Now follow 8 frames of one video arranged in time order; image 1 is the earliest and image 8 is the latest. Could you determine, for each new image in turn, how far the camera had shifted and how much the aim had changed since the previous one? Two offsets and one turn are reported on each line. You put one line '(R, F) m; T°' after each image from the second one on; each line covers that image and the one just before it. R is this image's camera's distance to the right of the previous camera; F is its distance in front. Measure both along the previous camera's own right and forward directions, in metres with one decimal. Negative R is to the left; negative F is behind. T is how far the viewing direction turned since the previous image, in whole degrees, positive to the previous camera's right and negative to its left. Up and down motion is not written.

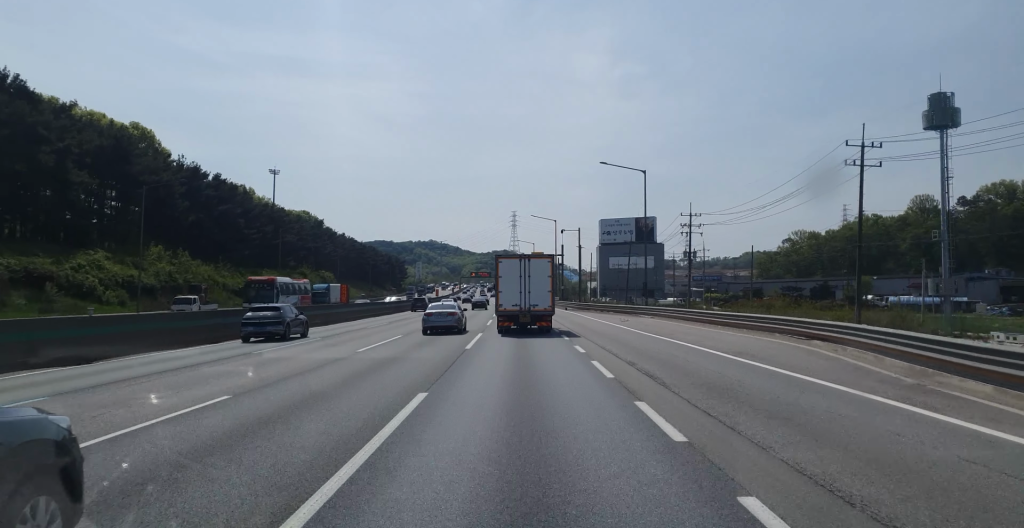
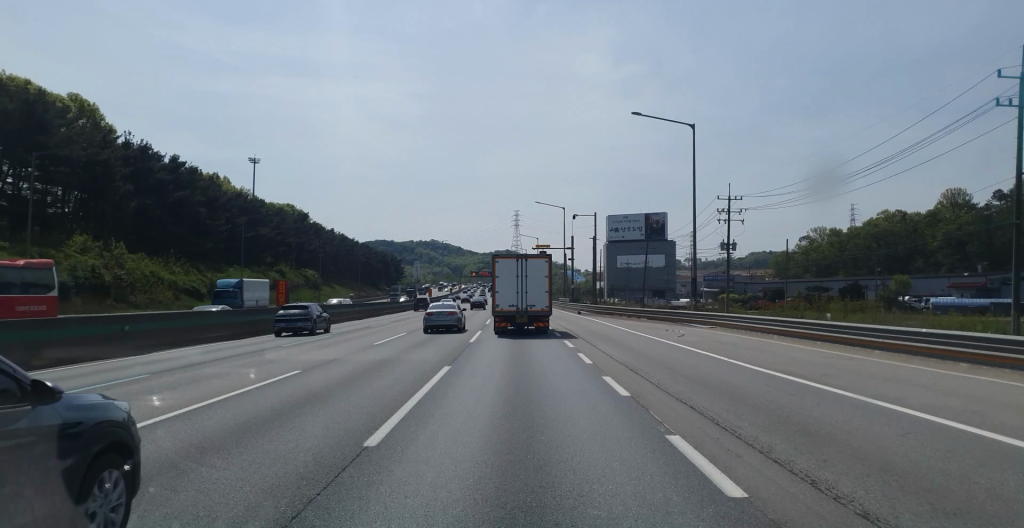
(-0.2, +16.6) m; -1°
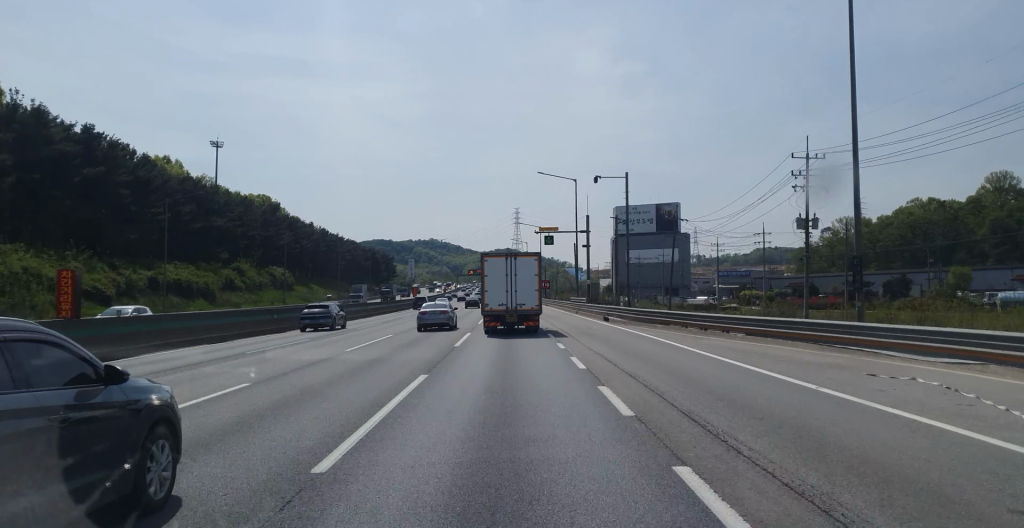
(-0.4, +21.1) m; 0°
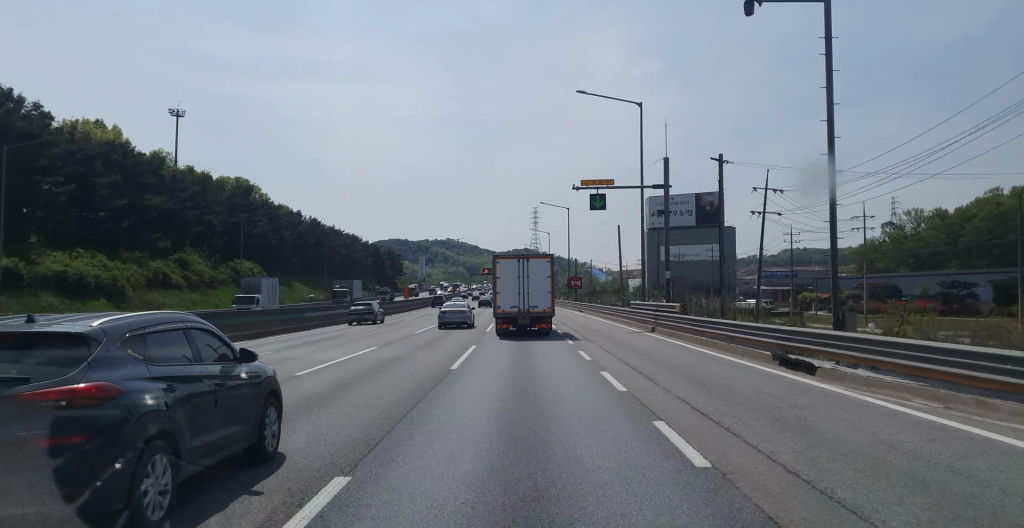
(+0.5, +29.4) m; 0°
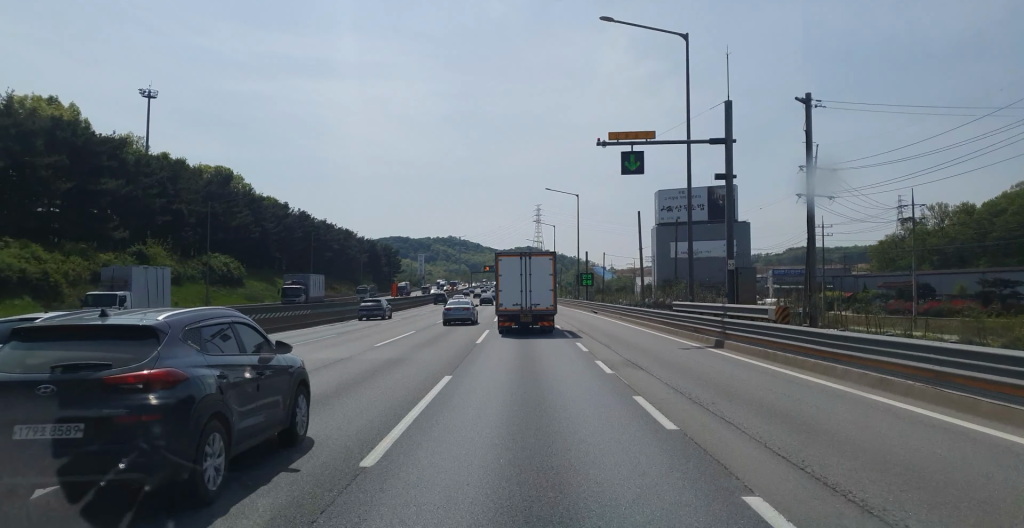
(-0.3, +11.0) m; -1°
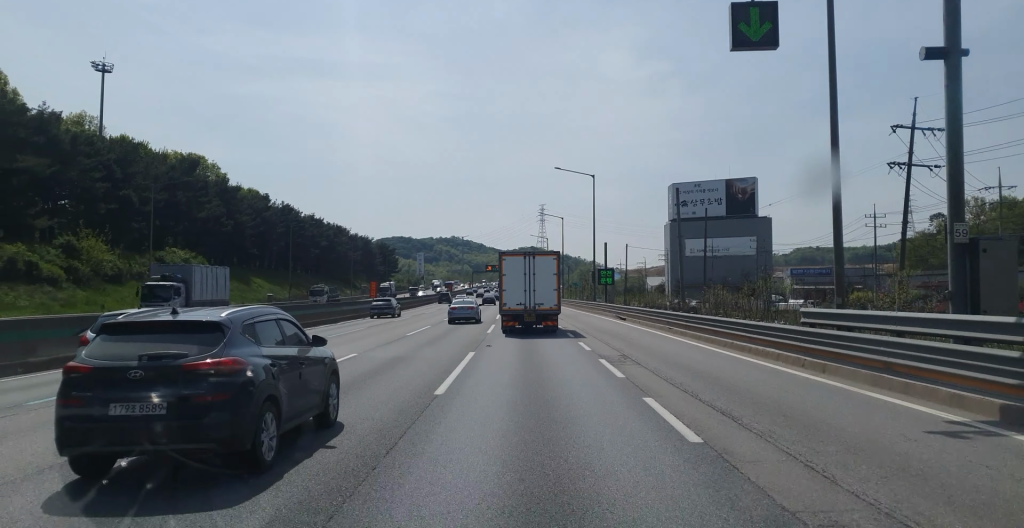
(-0.1, +13.7) m; 0°
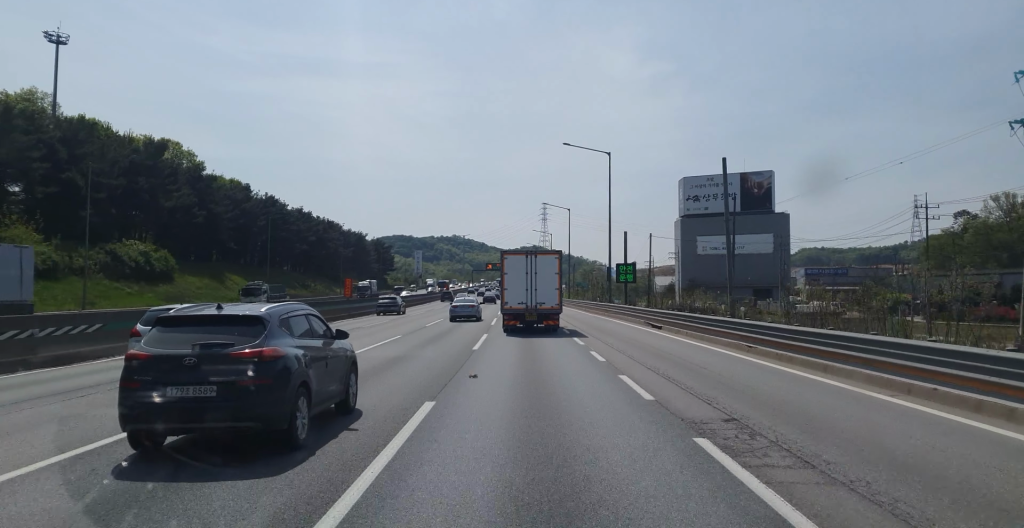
(-0.1, +11.8) m; 0°
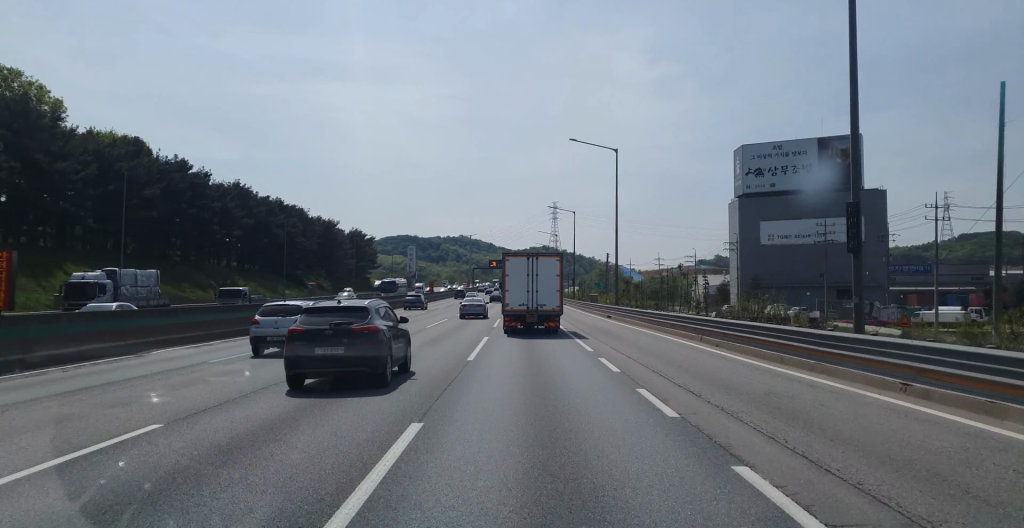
(-0.7, +42.2) m; -3°
